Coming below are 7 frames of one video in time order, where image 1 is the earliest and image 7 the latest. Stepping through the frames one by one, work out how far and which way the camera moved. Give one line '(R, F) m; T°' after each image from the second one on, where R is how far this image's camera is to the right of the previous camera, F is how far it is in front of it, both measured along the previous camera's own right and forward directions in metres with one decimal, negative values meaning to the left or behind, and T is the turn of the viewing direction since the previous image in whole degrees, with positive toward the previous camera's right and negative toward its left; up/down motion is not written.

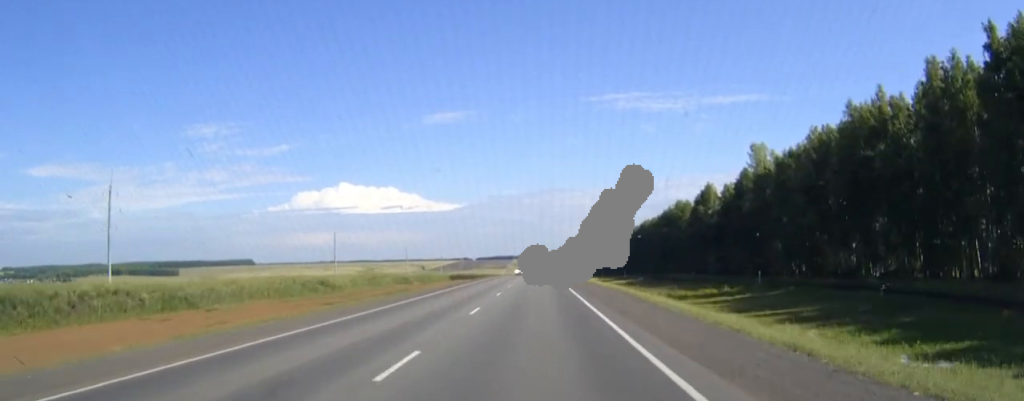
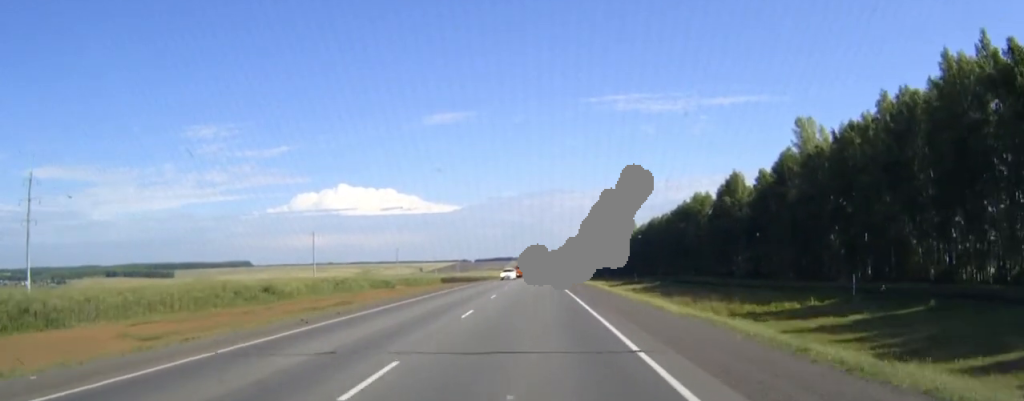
(0.0, +25.2) m; 0°
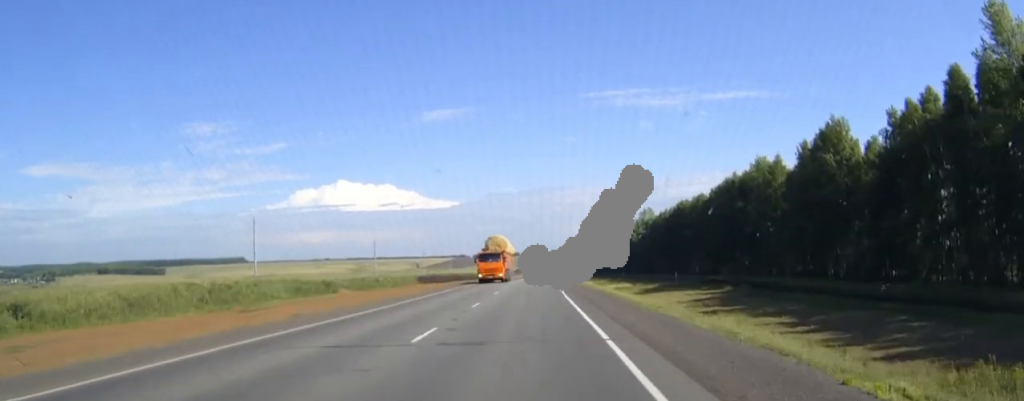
(0.0, +53.8) m; 0°
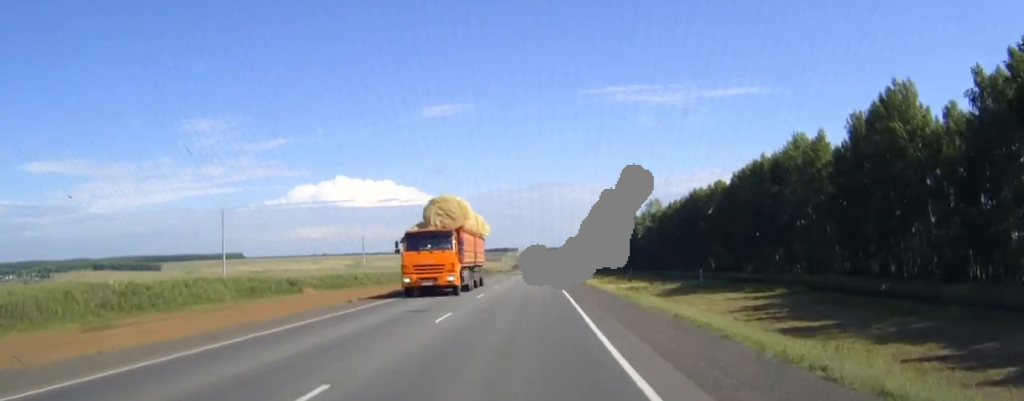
(0.0, +20.3) m; 0°
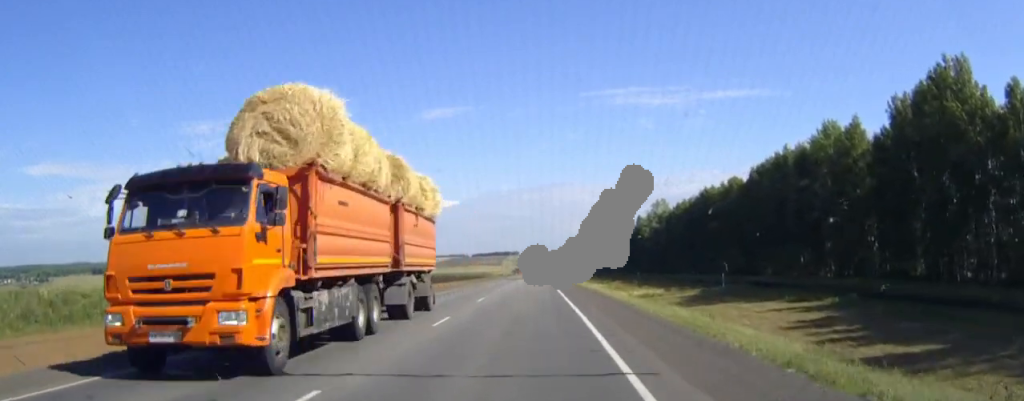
(0.0, +12.1) m; 0°
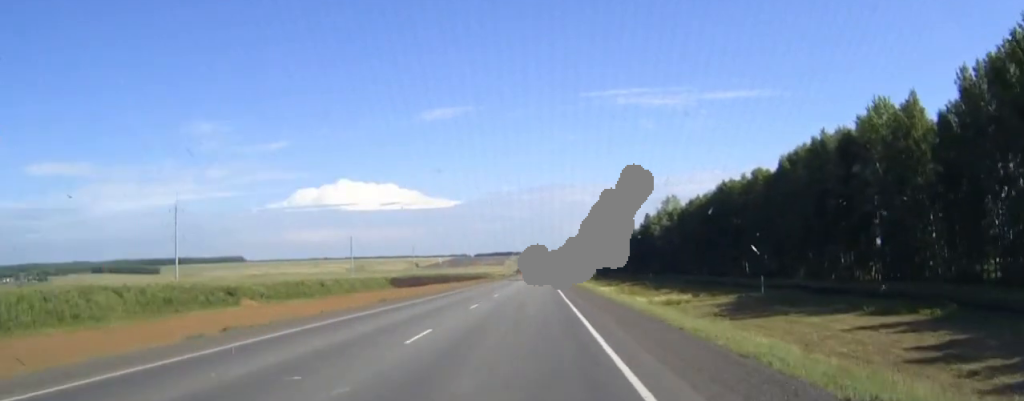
(-0.1, +15.4) m; 0°
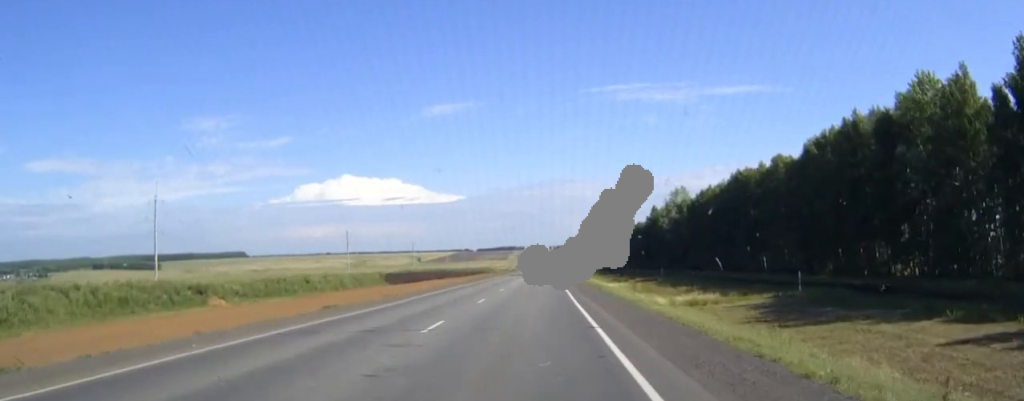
(0.0, +10.5) m; 0°
